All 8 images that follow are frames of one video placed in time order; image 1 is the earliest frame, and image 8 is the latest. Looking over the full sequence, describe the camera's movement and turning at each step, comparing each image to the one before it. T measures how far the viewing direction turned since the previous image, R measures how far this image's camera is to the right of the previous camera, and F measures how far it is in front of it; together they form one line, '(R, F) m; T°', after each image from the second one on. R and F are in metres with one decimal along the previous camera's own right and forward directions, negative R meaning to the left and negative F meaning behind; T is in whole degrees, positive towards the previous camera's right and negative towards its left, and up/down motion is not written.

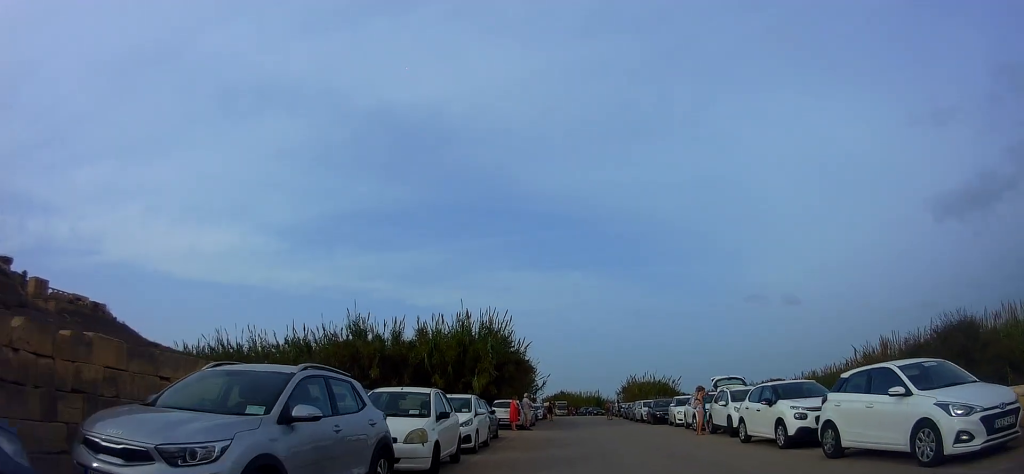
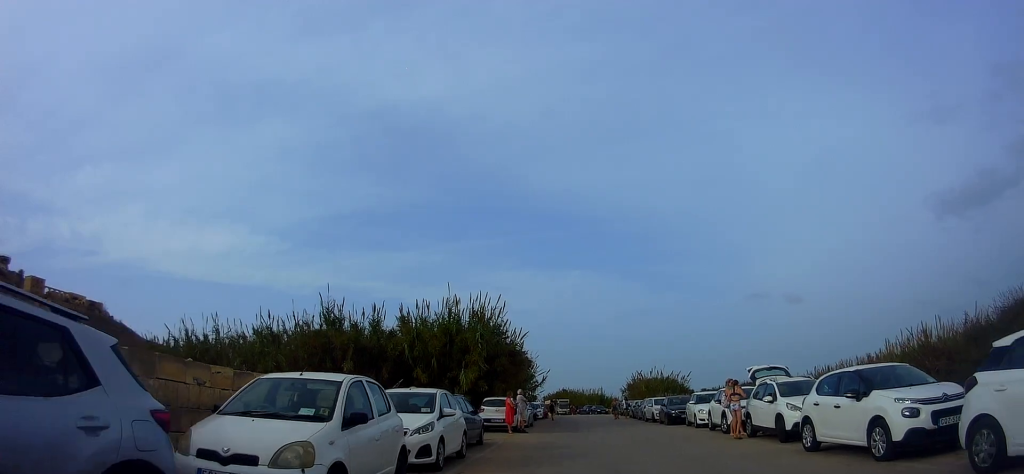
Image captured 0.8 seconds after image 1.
(-0.3, +3.8) m; +1°
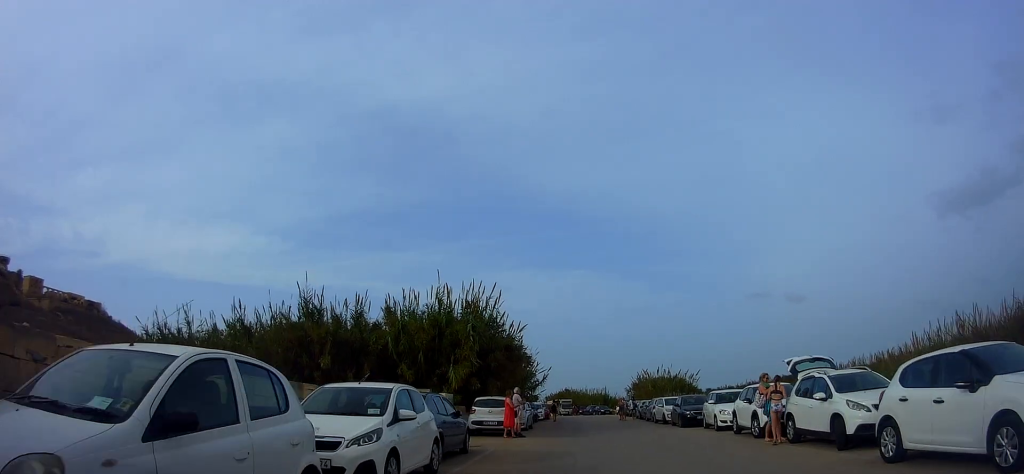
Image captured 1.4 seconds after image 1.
(+0.3, +2.8) m; -1°
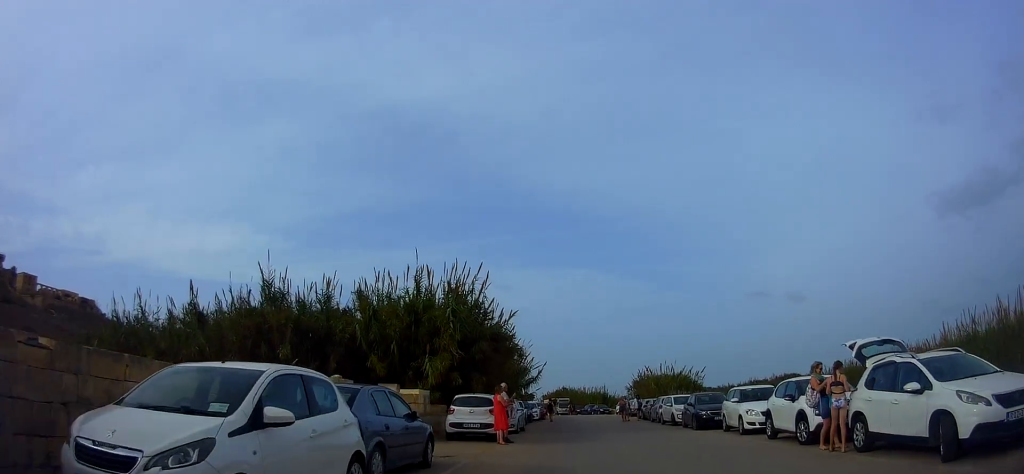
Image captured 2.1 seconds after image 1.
(-0.1, +3.4) m; -2°
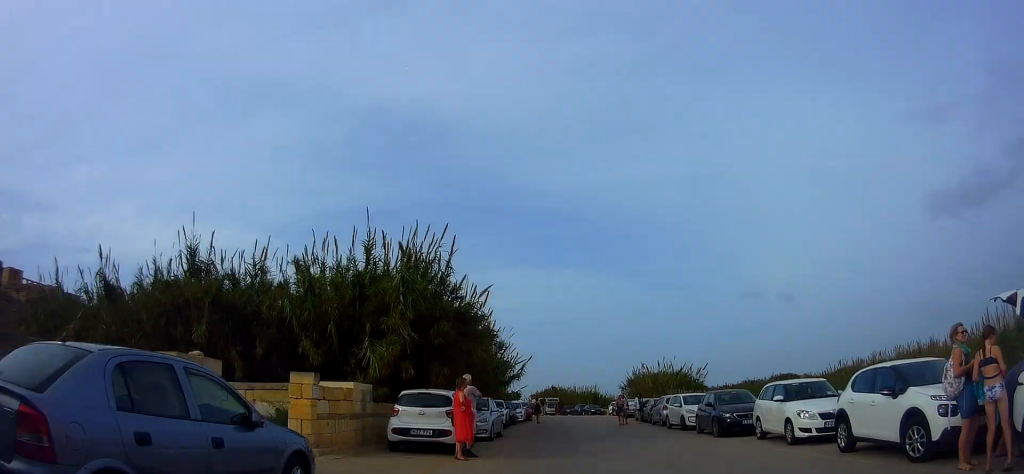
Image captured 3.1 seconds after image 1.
(-0.3, +4.9) m; -1°
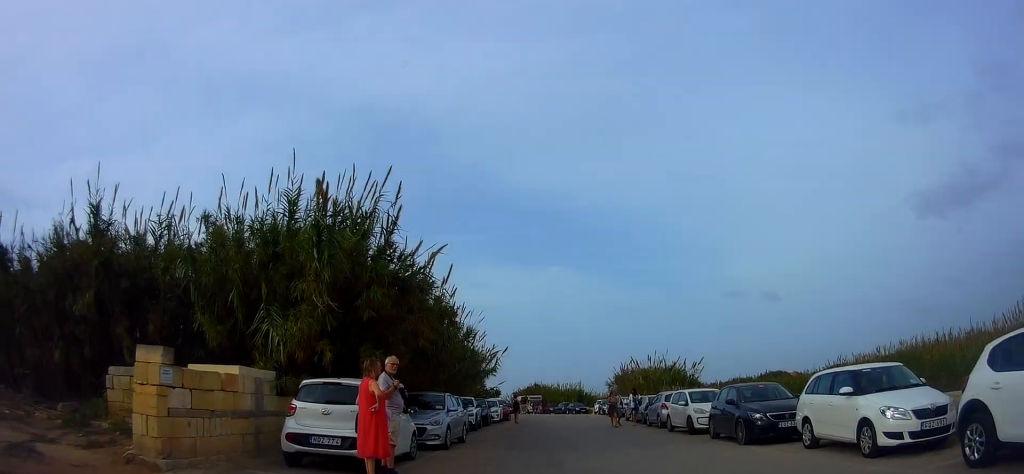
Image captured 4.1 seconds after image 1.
(+0.2, +4.7) m; +4°
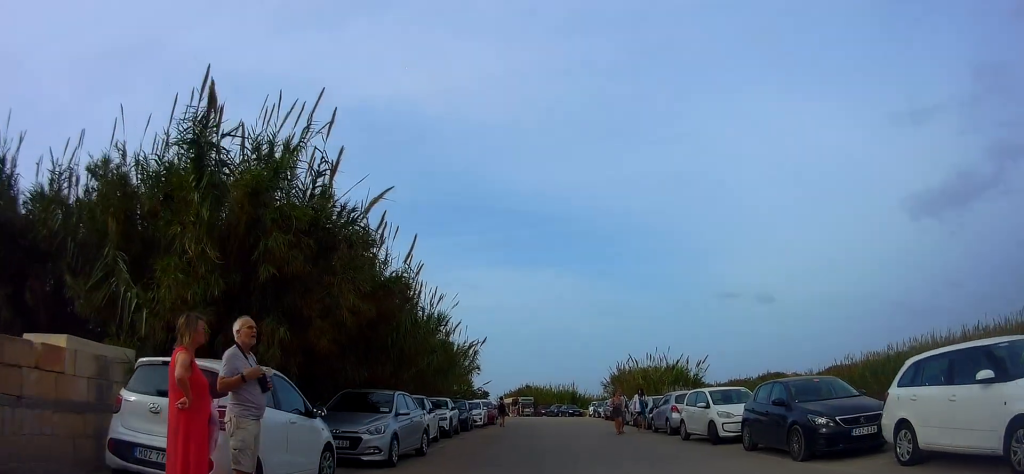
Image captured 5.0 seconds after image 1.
(+0.1, +3.9) m; +4°
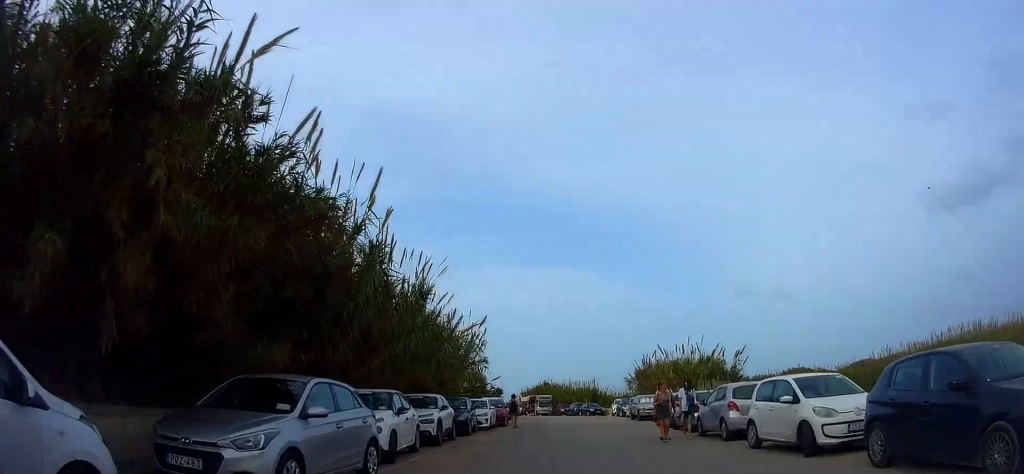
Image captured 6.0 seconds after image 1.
(+0.2, +4.2) m; 0°
